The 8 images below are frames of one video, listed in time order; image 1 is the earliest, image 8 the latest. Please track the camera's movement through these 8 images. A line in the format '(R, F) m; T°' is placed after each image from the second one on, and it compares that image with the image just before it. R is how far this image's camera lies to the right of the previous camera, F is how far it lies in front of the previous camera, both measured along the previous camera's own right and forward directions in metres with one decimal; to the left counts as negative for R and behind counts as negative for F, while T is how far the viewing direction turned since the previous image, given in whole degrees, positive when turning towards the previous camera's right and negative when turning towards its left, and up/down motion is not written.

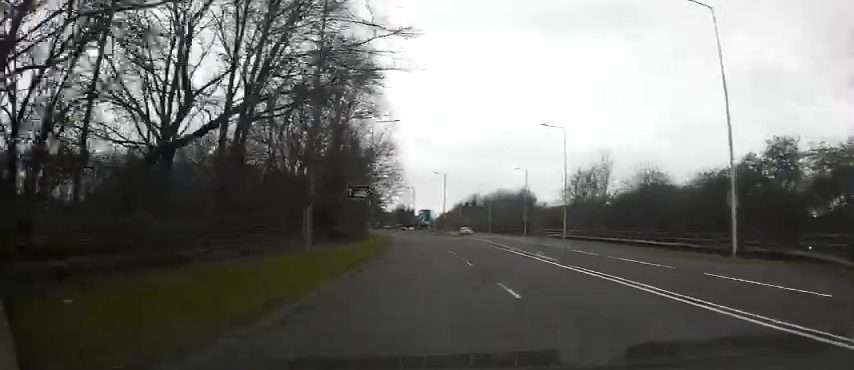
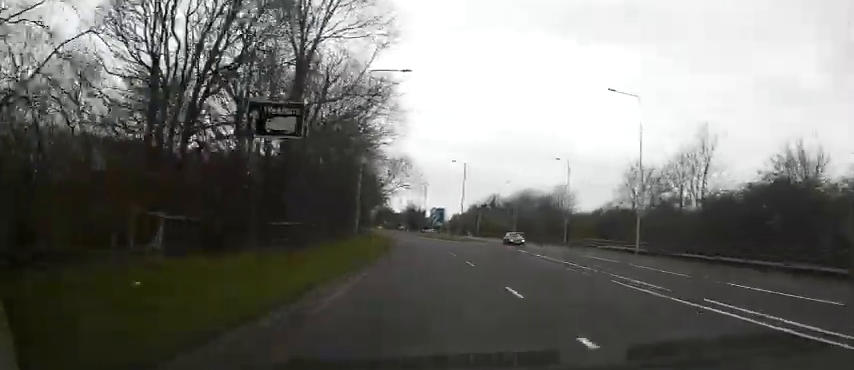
(-0.4, +17.5) m; -3°
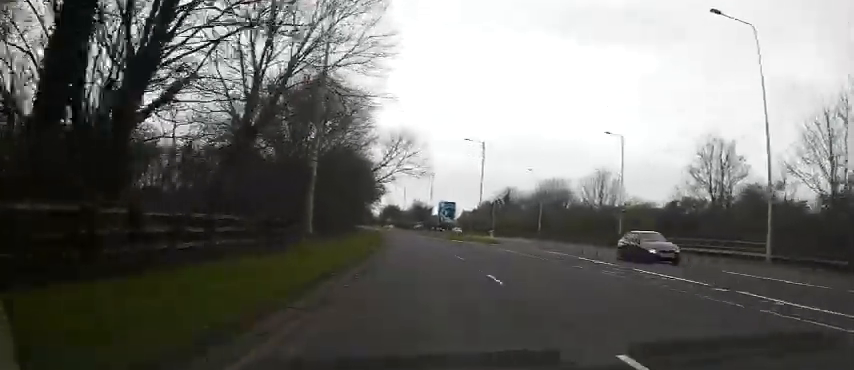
(-0.4, +15.9) m; -1°
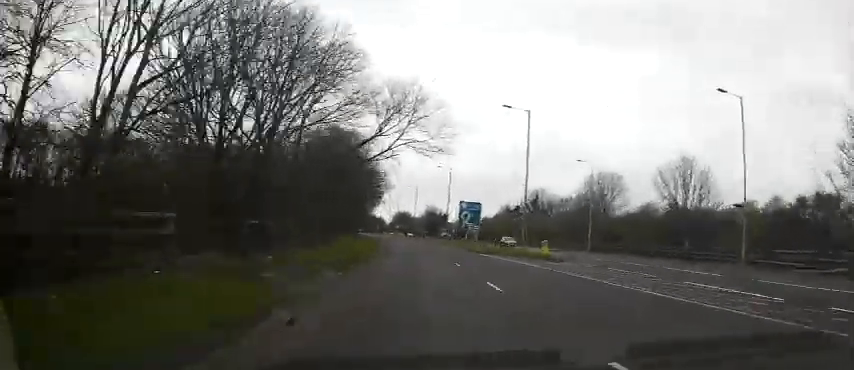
(-0.1, +16.6) m; -1°
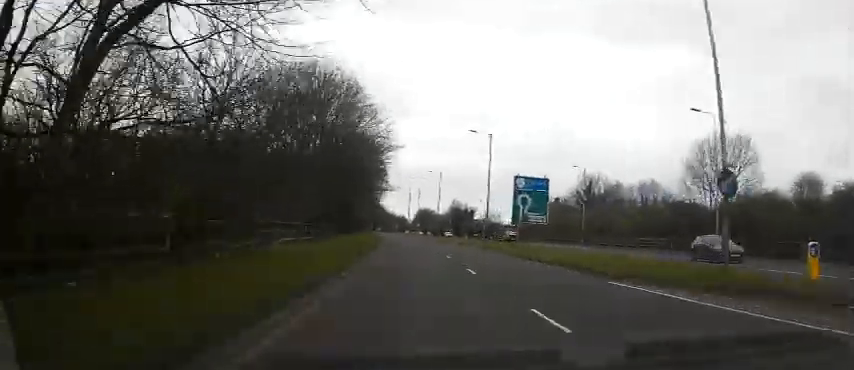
(-0.5, +23.7) m; -2°
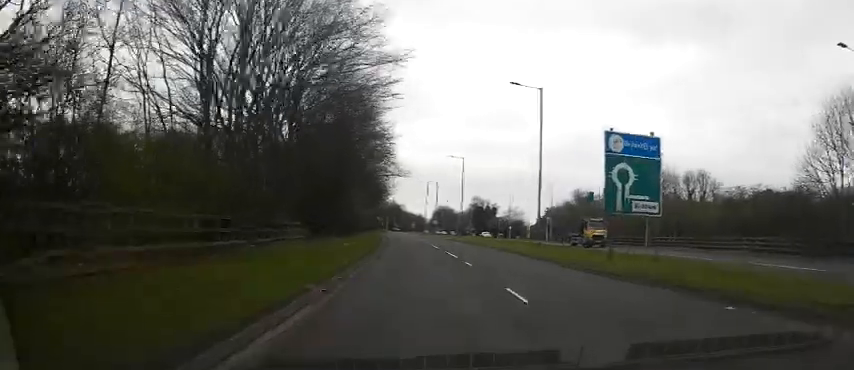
(0.0, +14.9) m; -1°
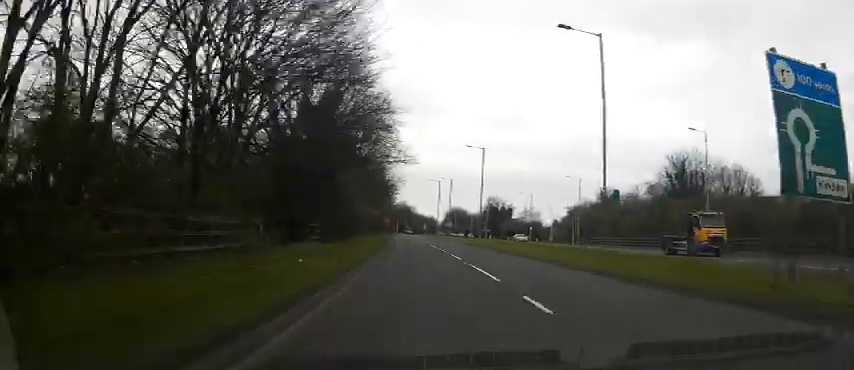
(-0.1, +10.2) m; -1°
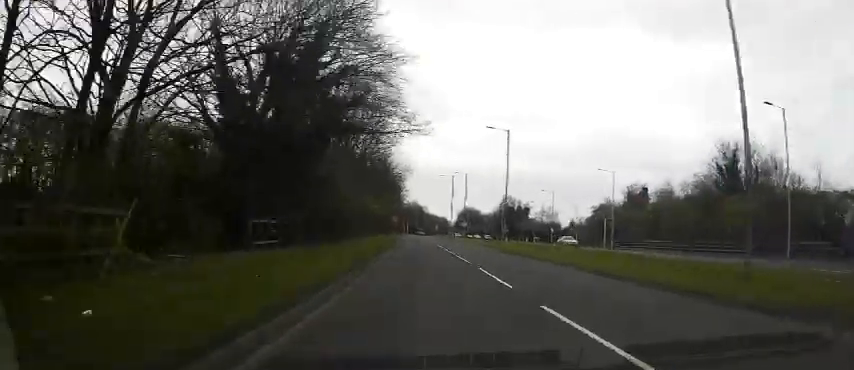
(-0.2, +10.1) m; -1°
